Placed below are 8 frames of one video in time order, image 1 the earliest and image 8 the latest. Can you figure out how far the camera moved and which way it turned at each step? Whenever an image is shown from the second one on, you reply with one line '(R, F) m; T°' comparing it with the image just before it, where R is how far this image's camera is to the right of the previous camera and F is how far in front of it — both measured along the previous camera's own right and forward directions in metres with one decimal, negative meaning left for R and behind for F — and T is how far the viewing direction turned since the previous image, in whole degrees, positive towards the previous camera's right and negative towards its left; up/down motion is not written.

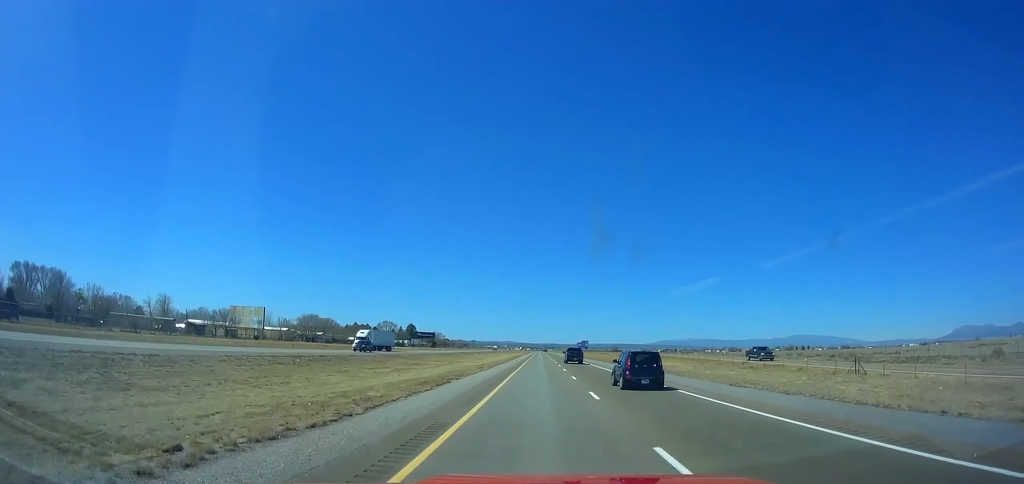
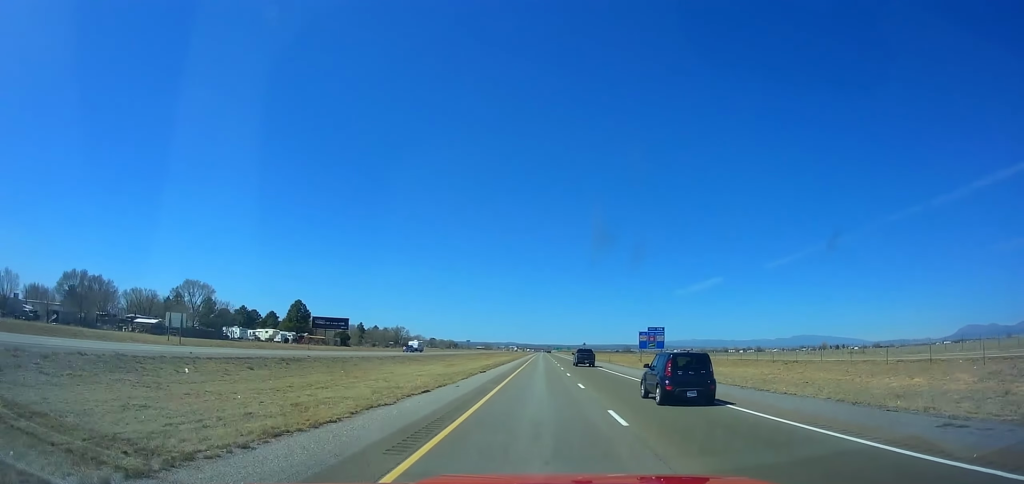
(-0.4, +153.7) m; 0°
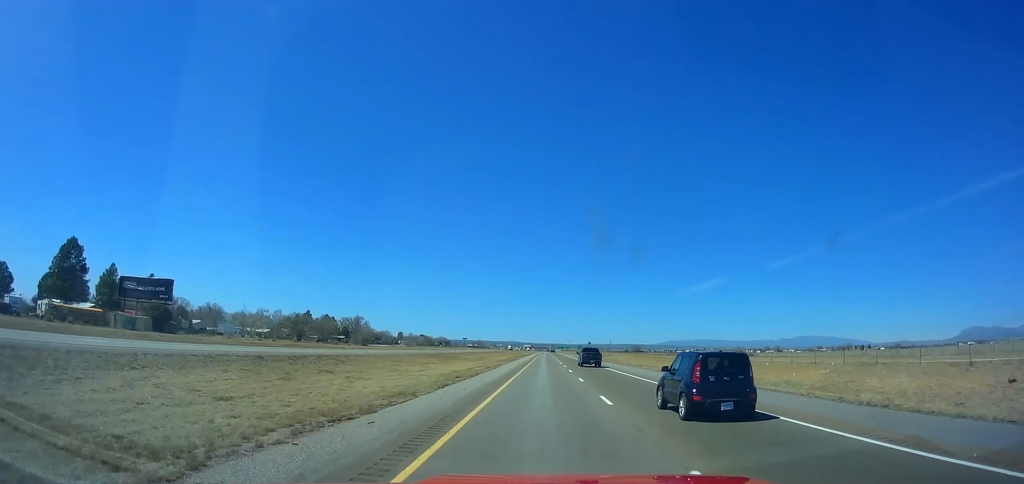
(0.0, +94.2) m; 0°
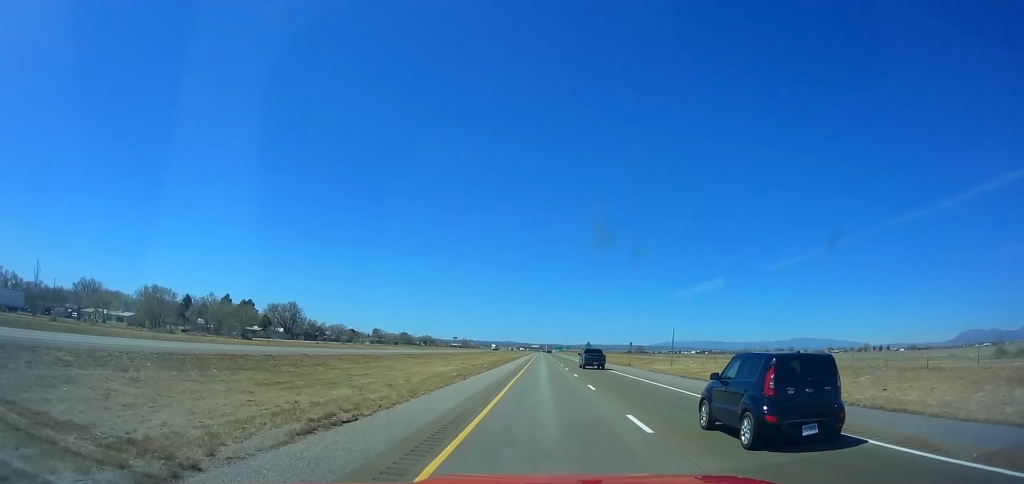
(-0.1, +79.4) m; 0°
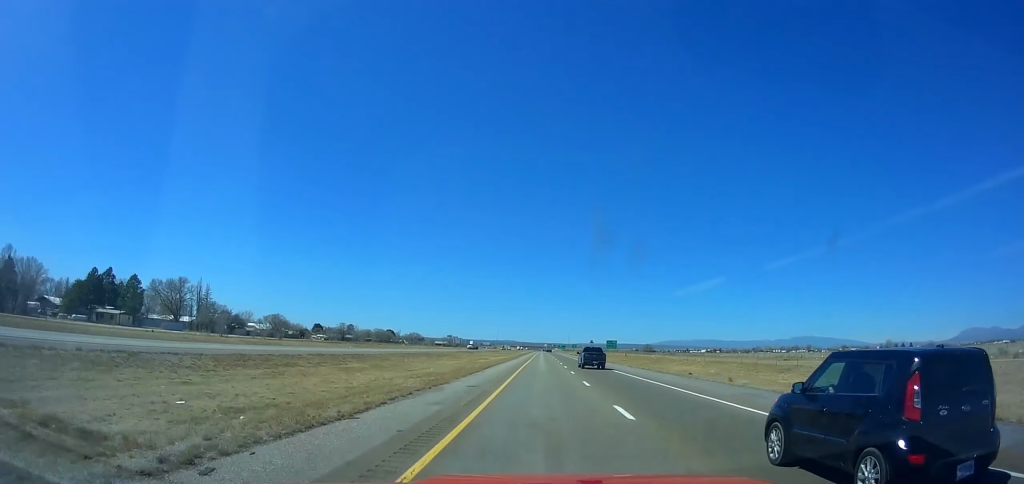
(-0.1, +71.8) m; 0°
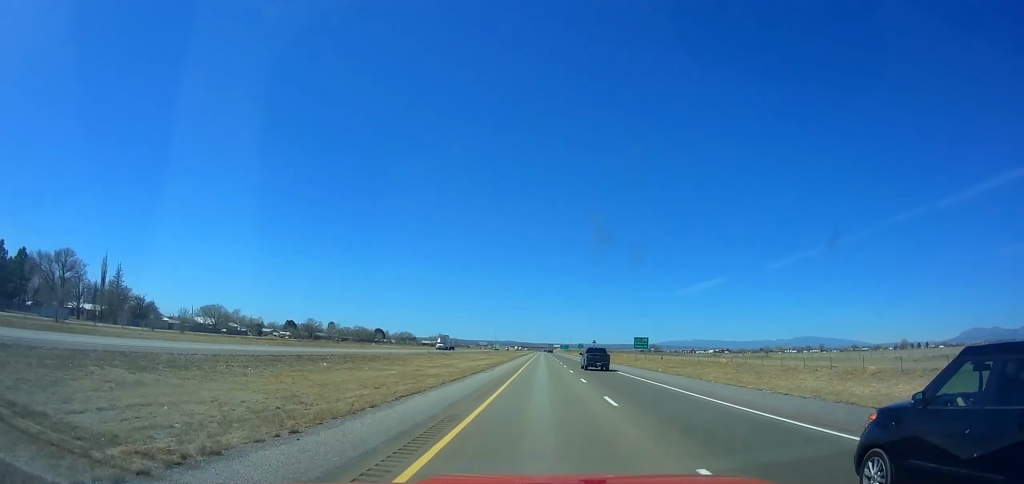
(-0.1, +45.3) m; 0°
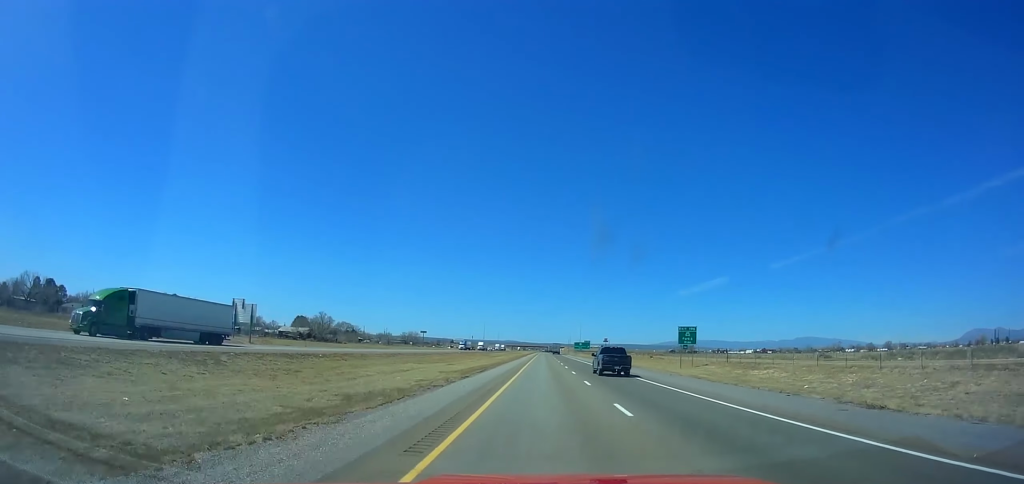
(+0.8, +195.3) m; 0°
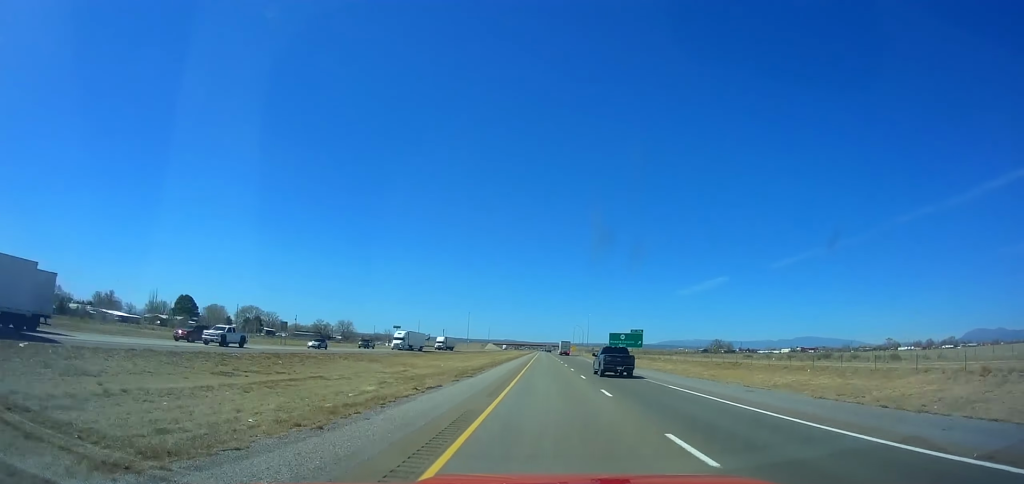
(-0.7, +135.8) m; 0°
